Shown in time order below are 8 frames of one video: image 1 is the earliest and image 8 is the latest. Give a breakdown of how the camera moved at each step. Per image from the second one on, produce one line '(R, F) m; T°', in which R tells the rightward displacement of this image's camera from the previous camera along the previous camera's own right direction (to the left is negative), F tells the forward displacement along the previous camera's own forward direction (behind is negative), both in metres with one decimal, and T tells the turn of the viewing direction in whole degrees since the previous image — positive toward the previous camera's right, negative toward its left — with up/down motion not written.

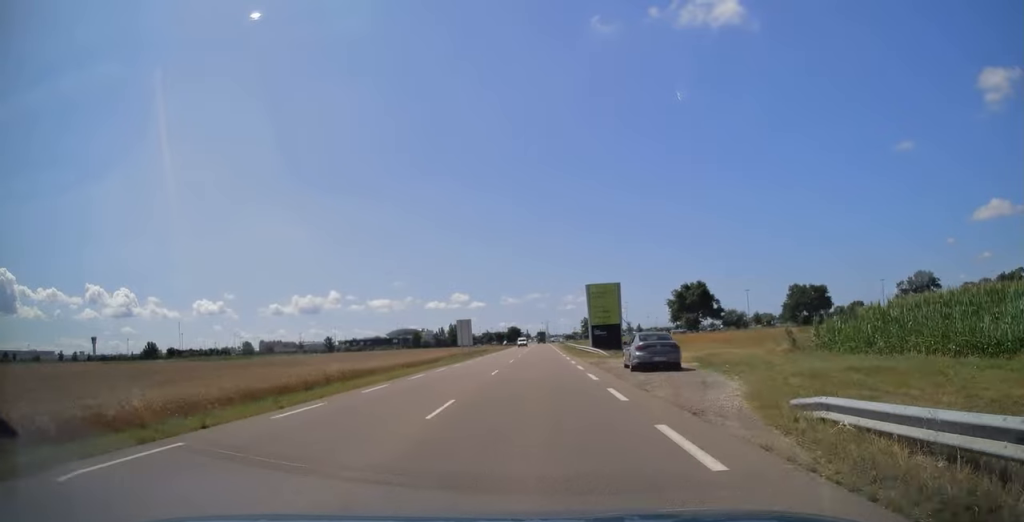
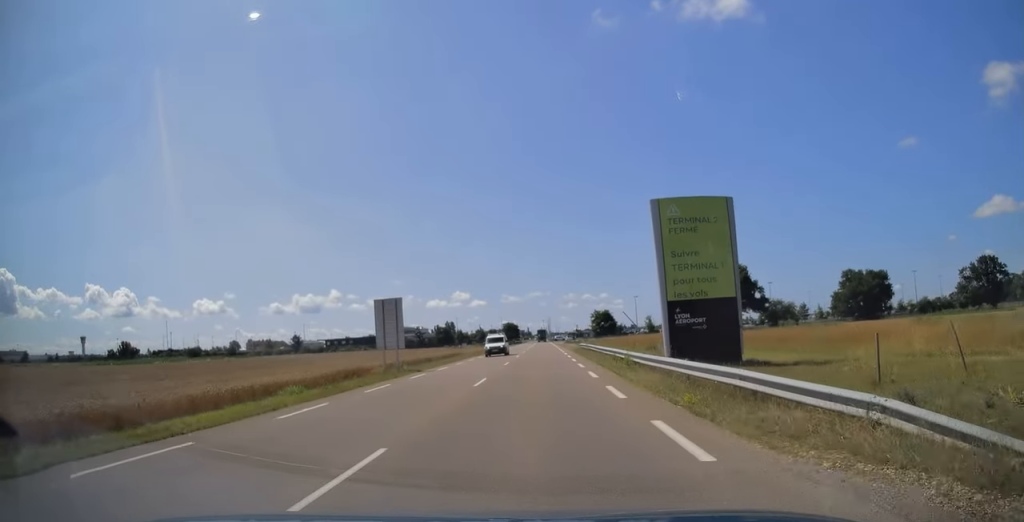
(-0.1, +32.4) m; 0°
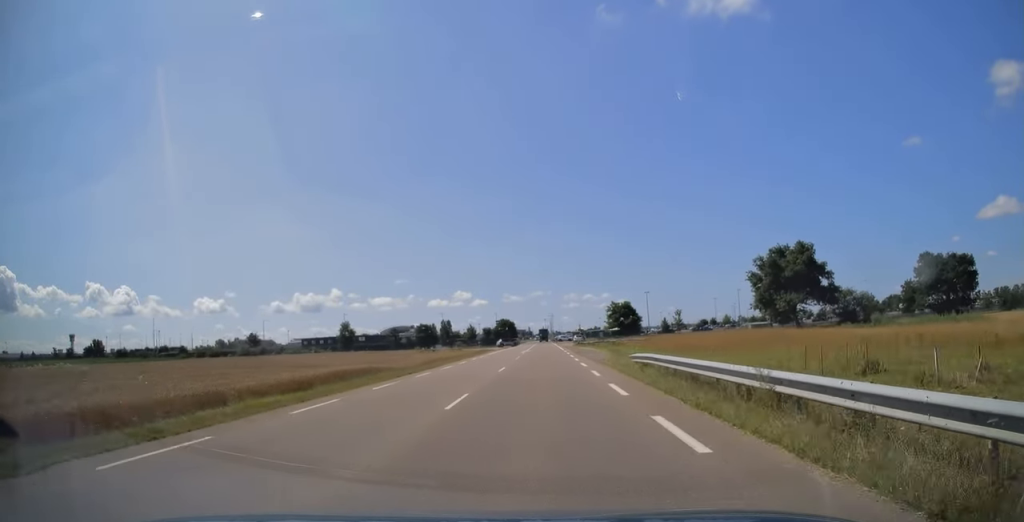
(0.0, +32.3) m; 0°
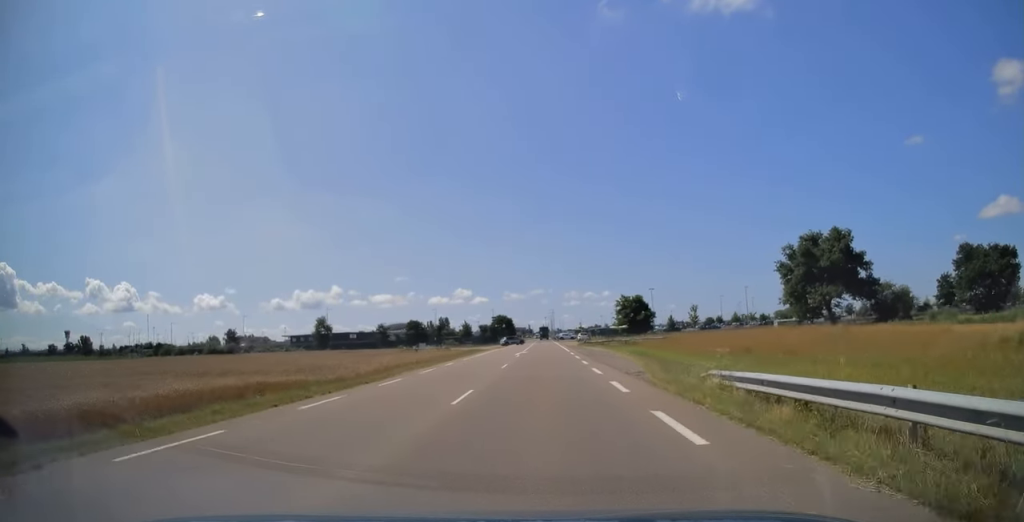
(0.0, +12.9) m; 0°
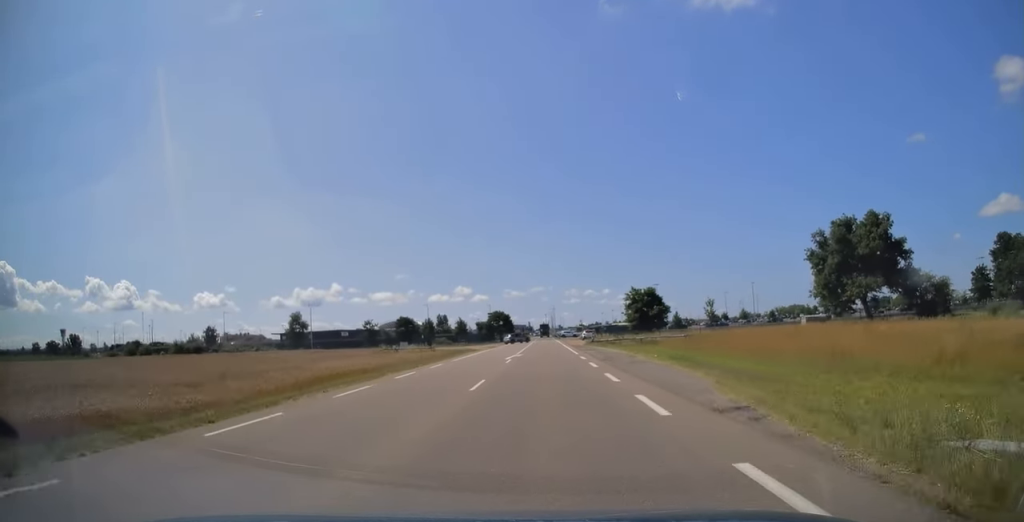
(0.0, +10.9) m; 0°
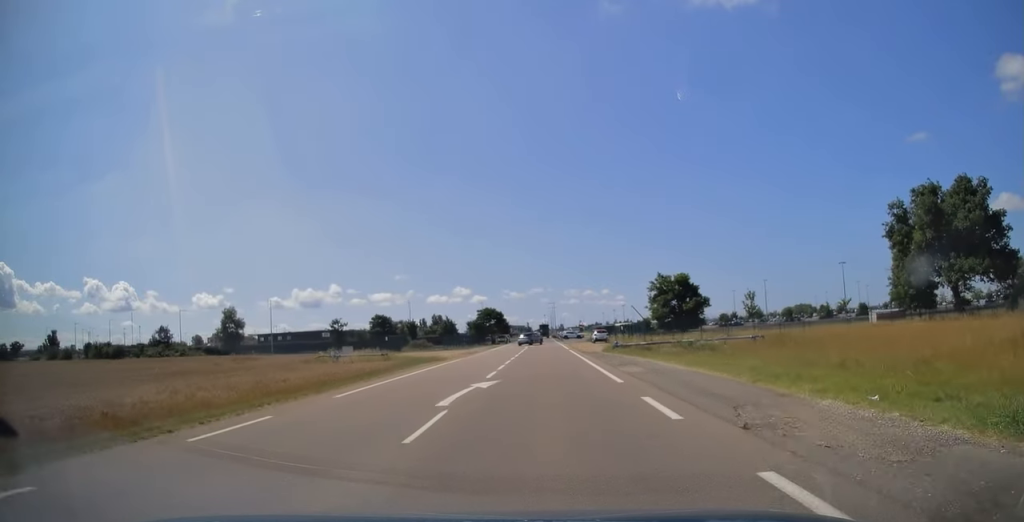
(0.0, +20.5) m; 0°
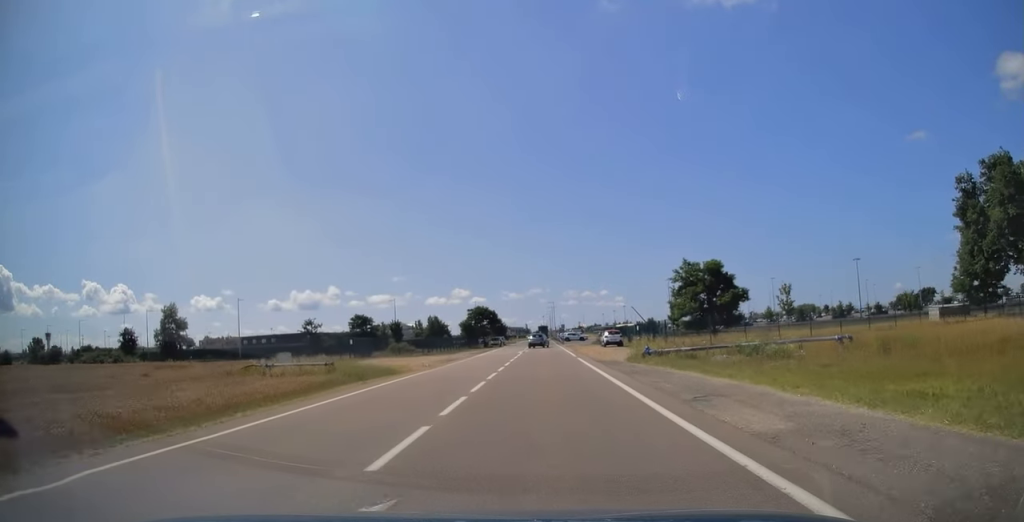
(0.0, +12.8) m; 0°
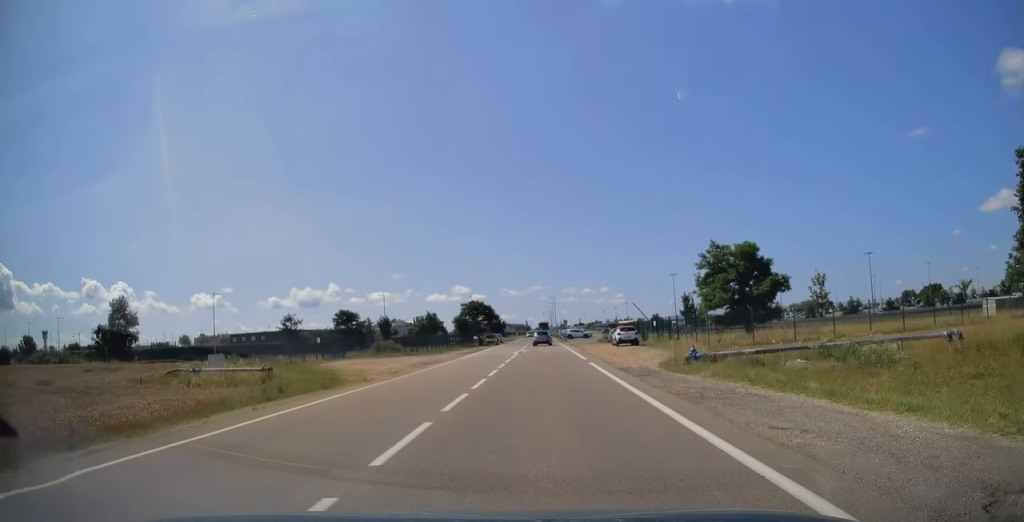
(-0.1, +8.8) m; 0°
